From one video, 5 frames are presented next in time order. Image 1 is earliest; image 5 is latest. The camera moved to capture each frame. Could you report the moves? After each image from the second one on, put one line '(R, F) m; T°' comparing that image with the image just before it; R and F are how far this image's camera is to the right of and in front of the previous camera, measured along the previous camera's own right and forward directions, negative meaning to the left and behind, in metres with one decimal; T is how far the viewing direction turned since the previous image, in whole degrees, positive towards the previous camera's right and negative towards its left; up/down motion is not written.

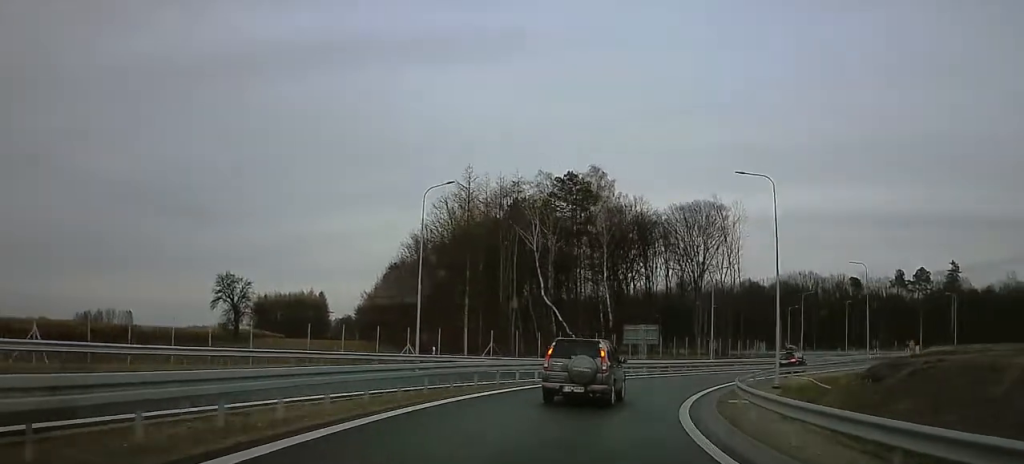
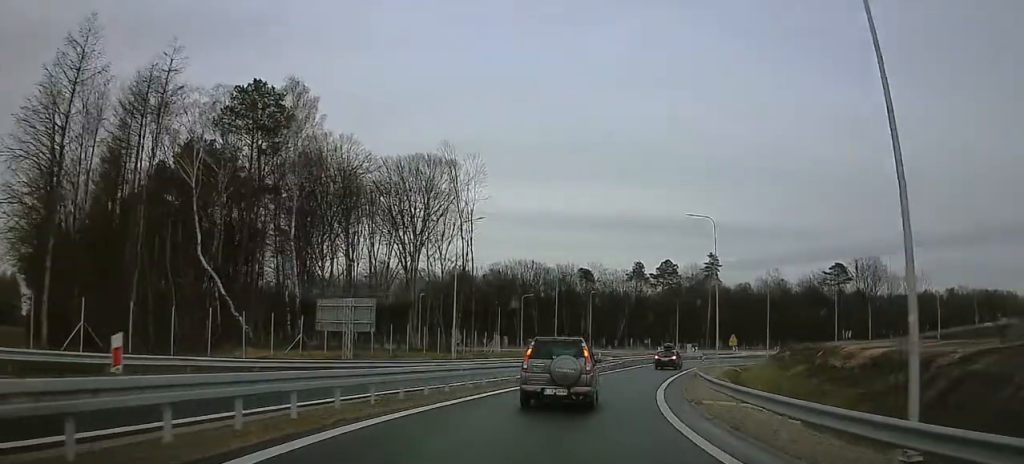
(+4.4, +22.2) m; +7°
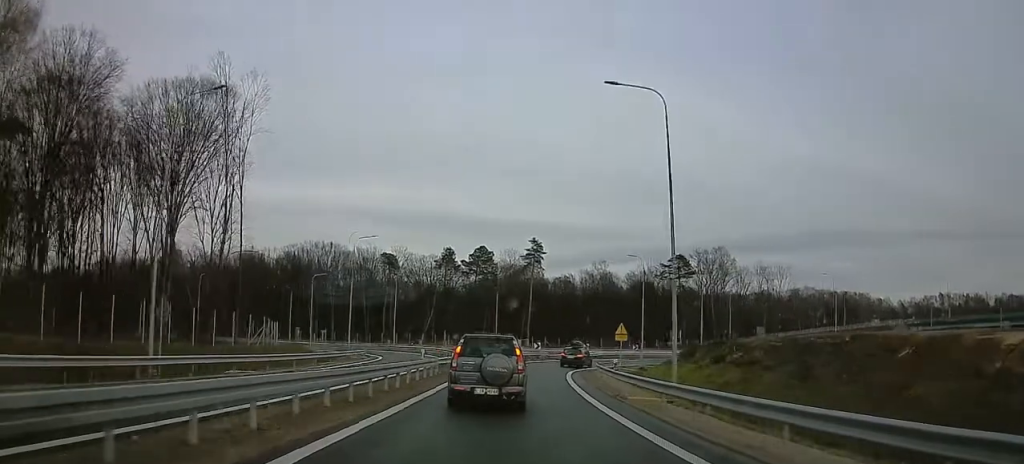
(+8.0, +16.0) m; +32°
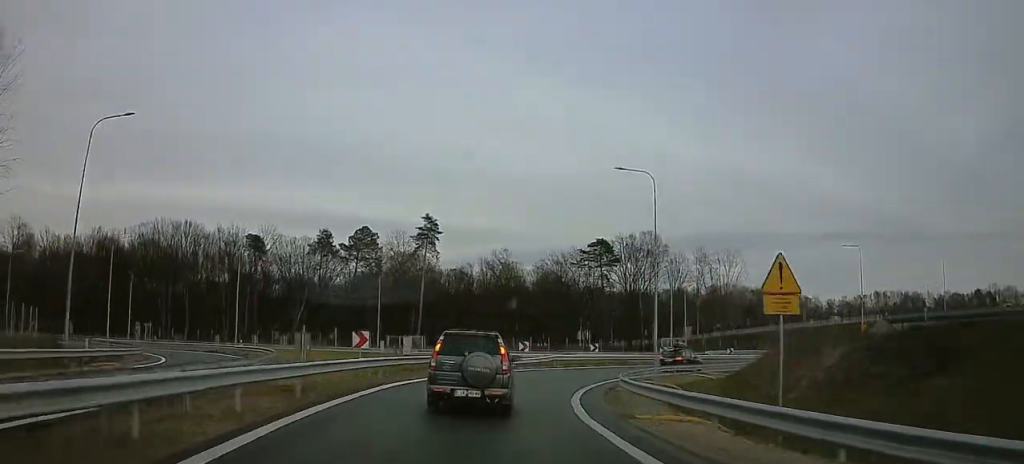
(+1.2, +36.0) m; +8°
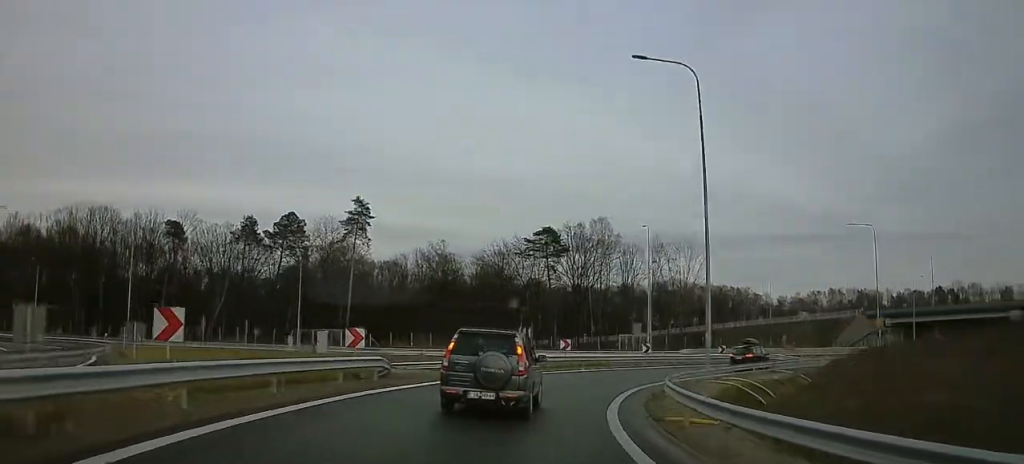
(+1.2, +14.1) m; +8°
